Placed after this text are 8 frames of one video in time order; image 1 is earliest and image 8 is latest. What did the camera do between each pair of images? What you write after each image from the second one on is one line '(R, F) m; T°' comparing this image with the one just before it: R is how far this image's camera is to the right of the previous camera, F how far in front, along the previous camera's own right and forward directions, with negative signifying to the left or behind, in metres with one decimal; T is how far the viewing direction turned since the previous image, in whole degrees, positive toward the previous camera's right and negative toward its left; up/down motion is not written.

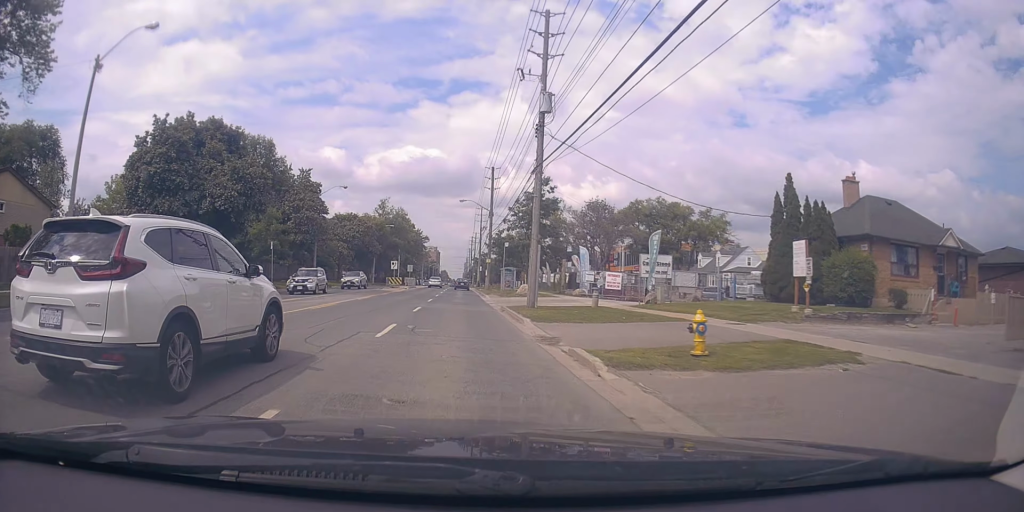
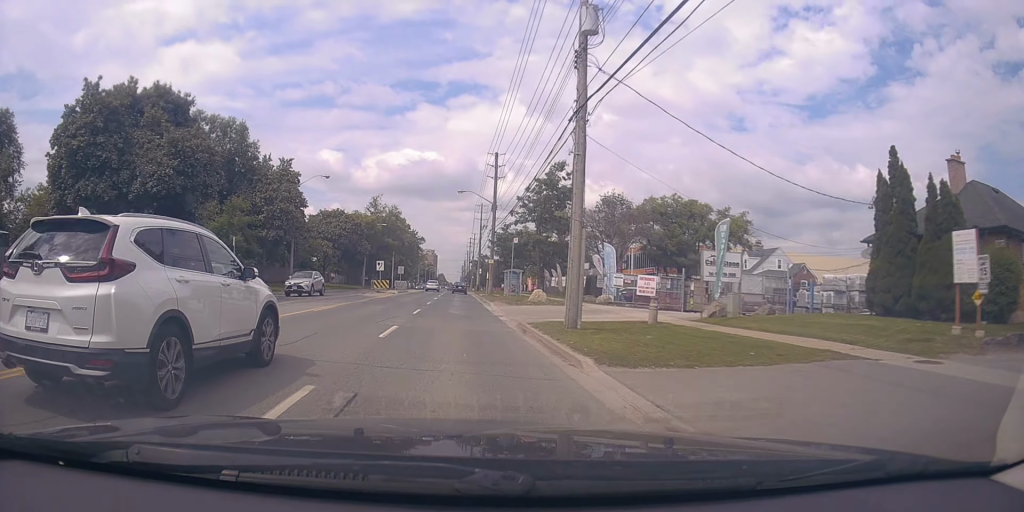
(+0.2, +8.2) m; 0°
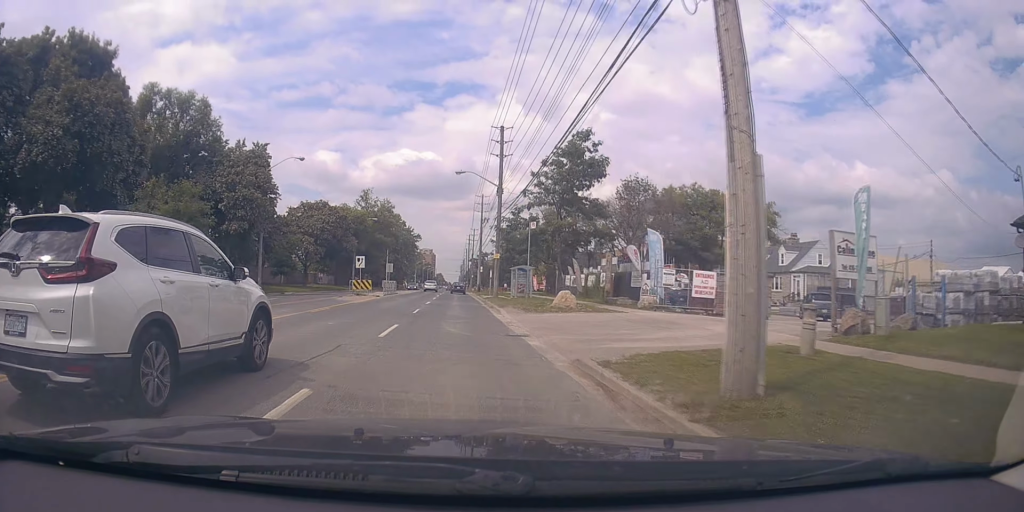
(-0.2, +8.7) m; 0°
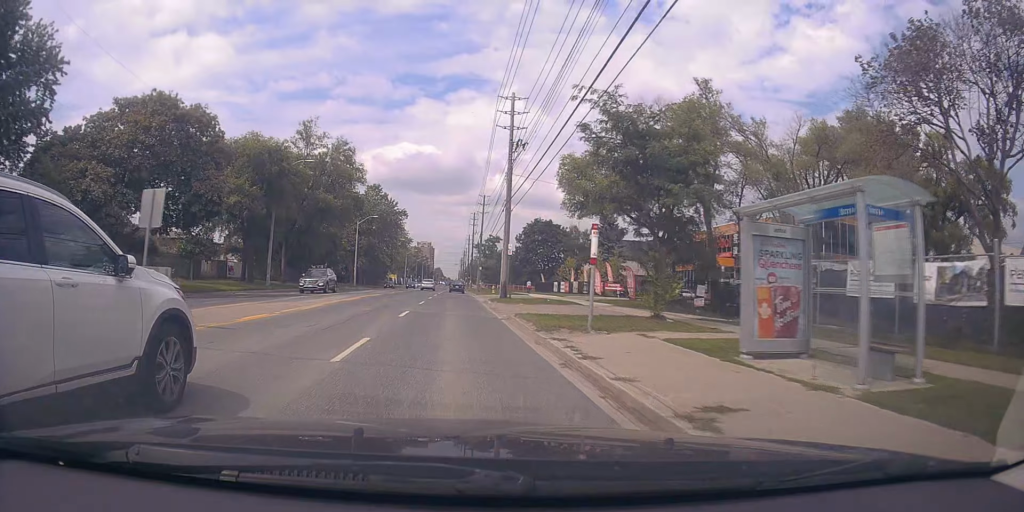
(+0.1, +40.0) m; +1°
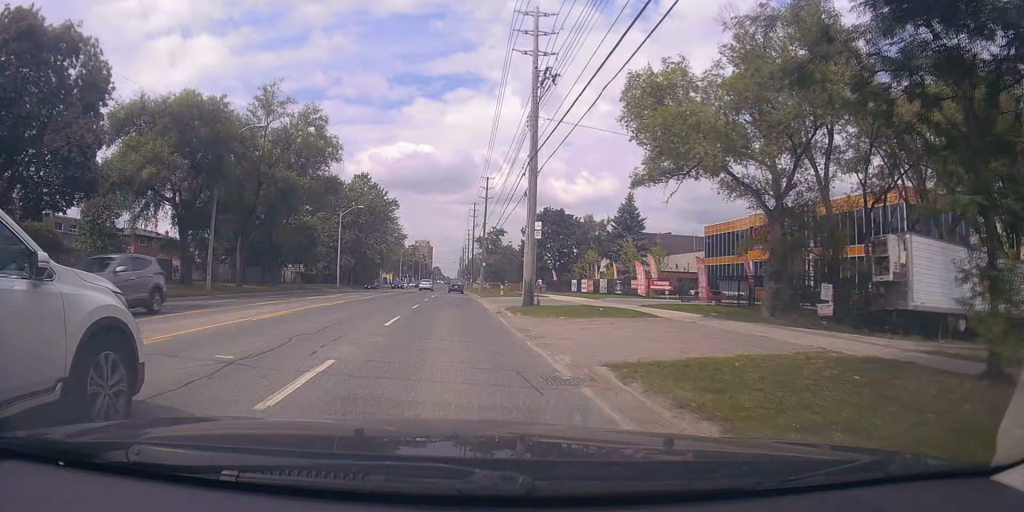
(+0.2, +12.4) m; 0°
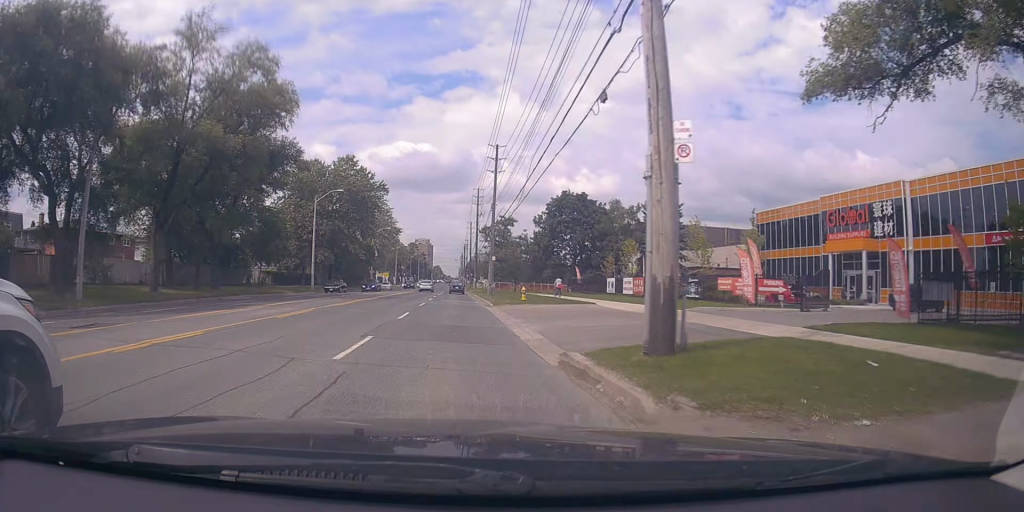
(-0.3, +14.8) m; -2°
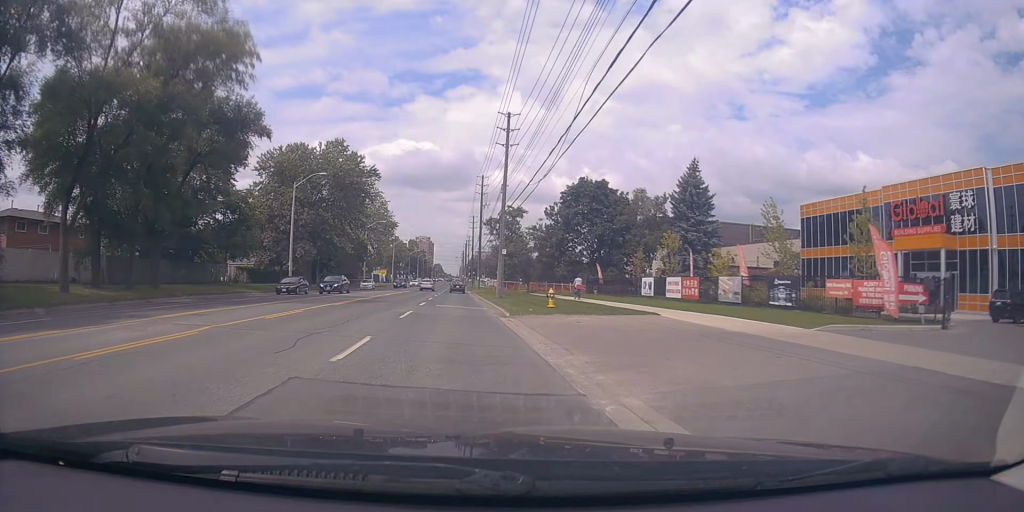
(-0.1, +9.2) m; 0°
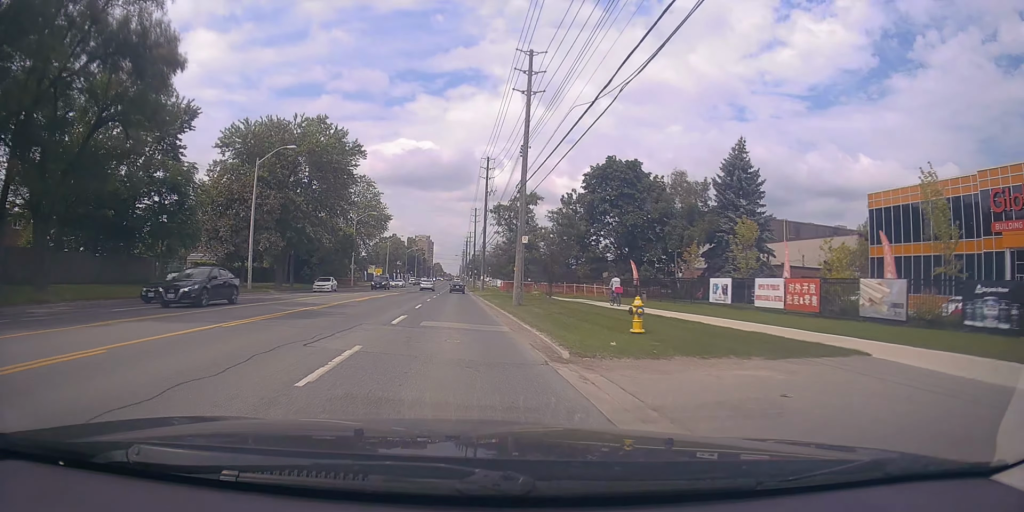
(+0.1, +11.2) m; 0°
